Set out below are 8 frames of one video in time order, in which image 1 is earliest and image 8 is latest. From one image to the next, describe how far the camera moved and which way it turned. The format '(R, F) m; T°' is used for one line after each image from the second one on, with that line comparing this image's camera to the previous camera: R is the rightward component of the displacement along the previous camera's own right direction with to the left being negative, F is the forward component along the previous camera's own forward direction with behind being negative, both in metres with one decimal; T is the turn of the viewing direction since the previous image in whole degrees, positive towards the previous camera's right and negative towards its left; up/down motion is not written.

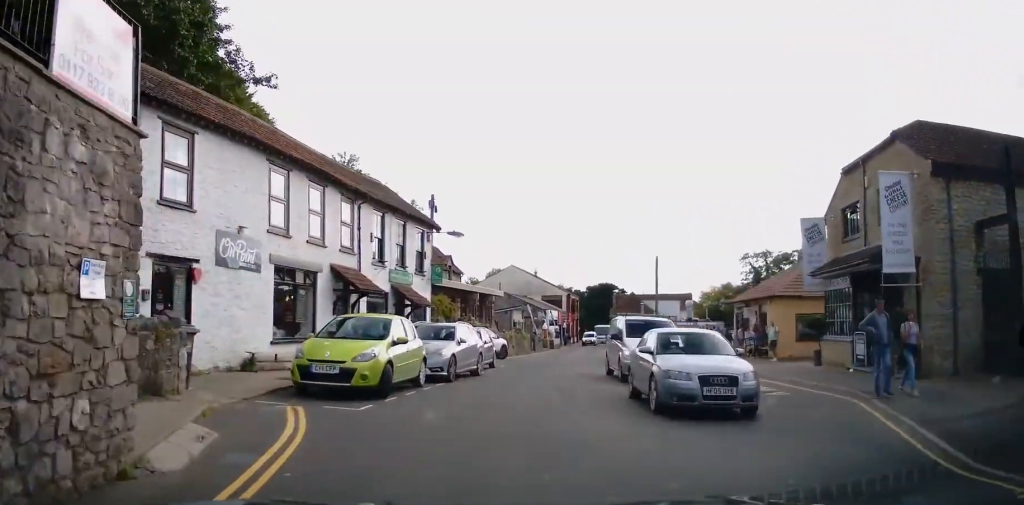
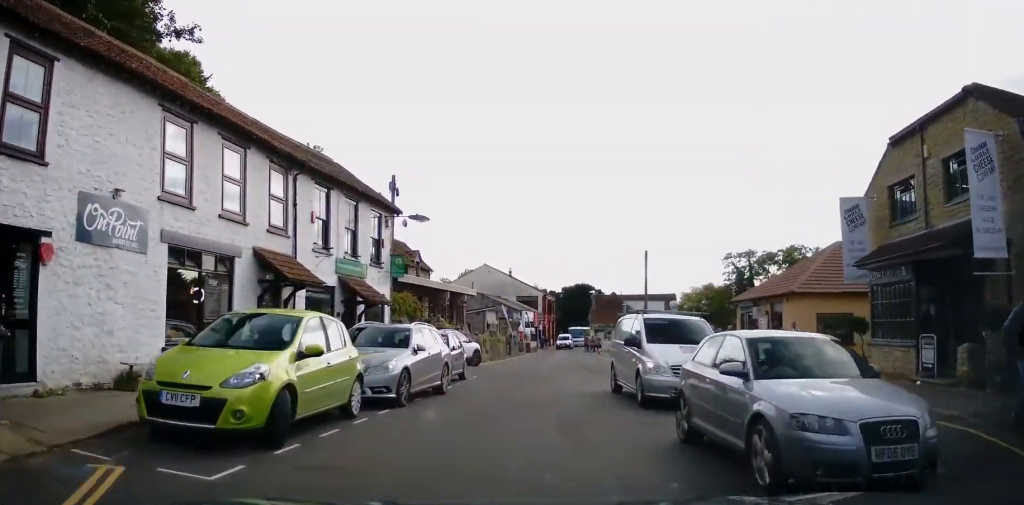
(-0.1, +4.4) m; +1°
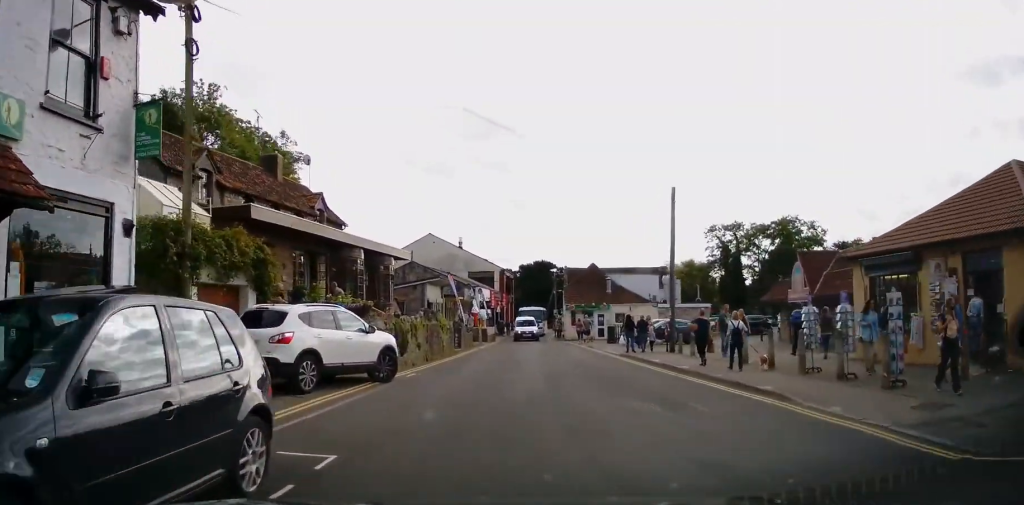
(+1.1, +14.9) m; +7°
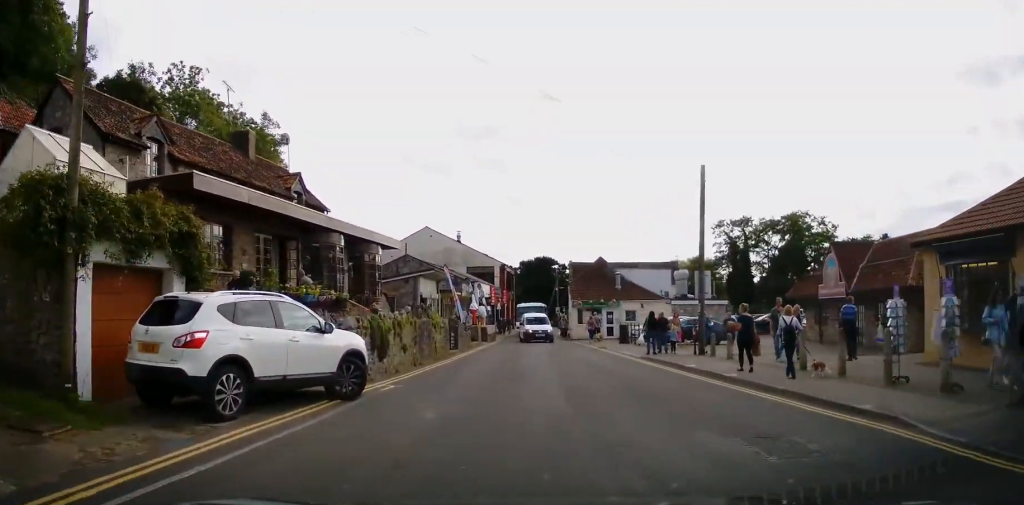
(+0.1, +3.7) m; 0°
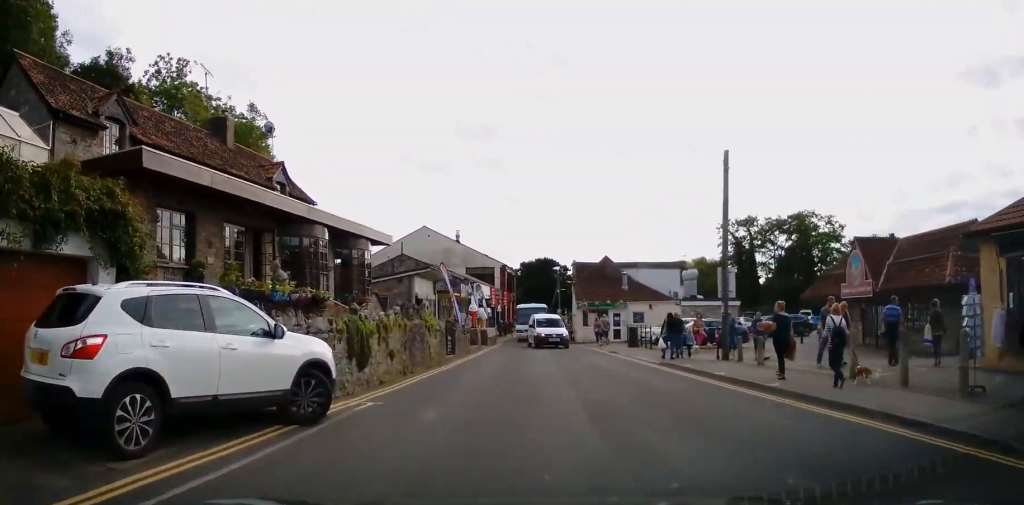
(+0.1, +2.6) m; 0°
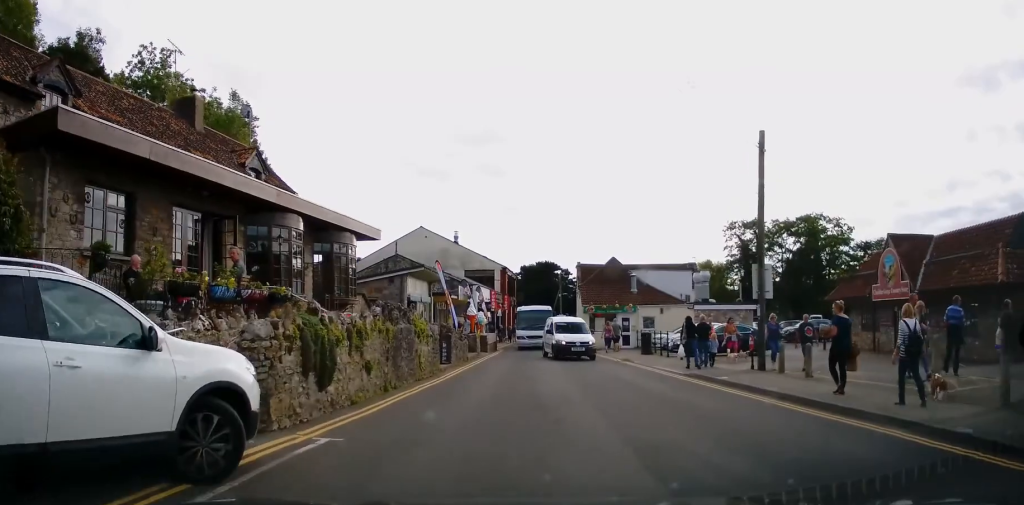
(-0.1, +2.8) m; 0°
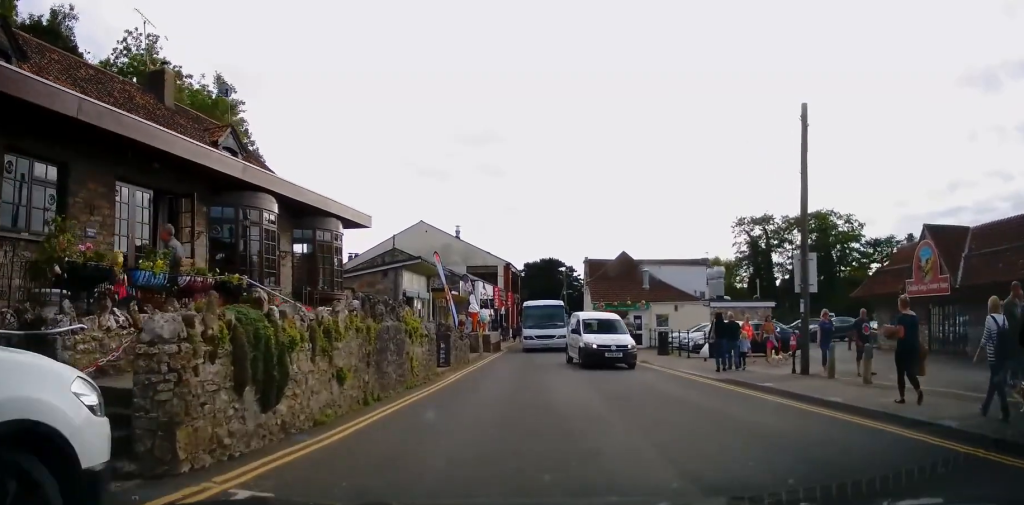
(-0.1, +2.7) m; 0°
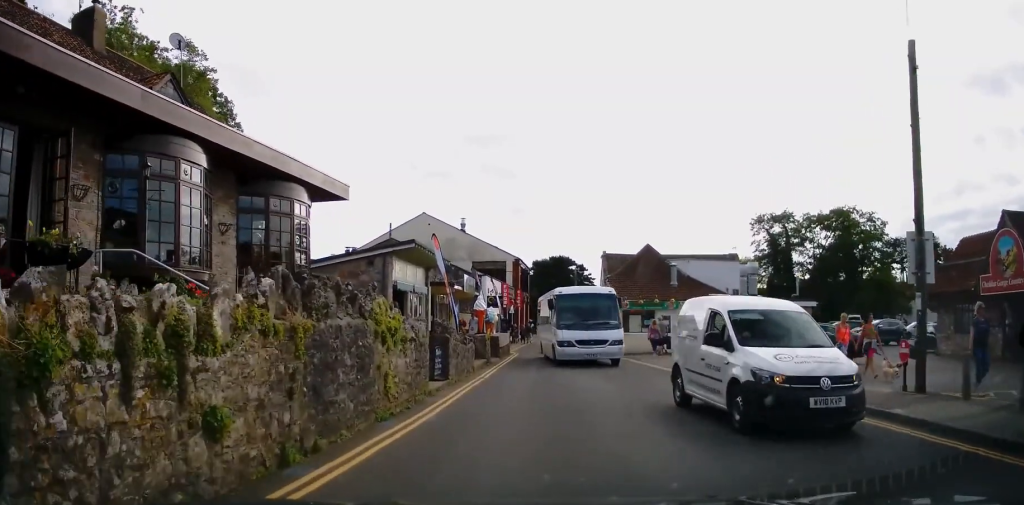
(+0.2, +4.3) m; +3°
